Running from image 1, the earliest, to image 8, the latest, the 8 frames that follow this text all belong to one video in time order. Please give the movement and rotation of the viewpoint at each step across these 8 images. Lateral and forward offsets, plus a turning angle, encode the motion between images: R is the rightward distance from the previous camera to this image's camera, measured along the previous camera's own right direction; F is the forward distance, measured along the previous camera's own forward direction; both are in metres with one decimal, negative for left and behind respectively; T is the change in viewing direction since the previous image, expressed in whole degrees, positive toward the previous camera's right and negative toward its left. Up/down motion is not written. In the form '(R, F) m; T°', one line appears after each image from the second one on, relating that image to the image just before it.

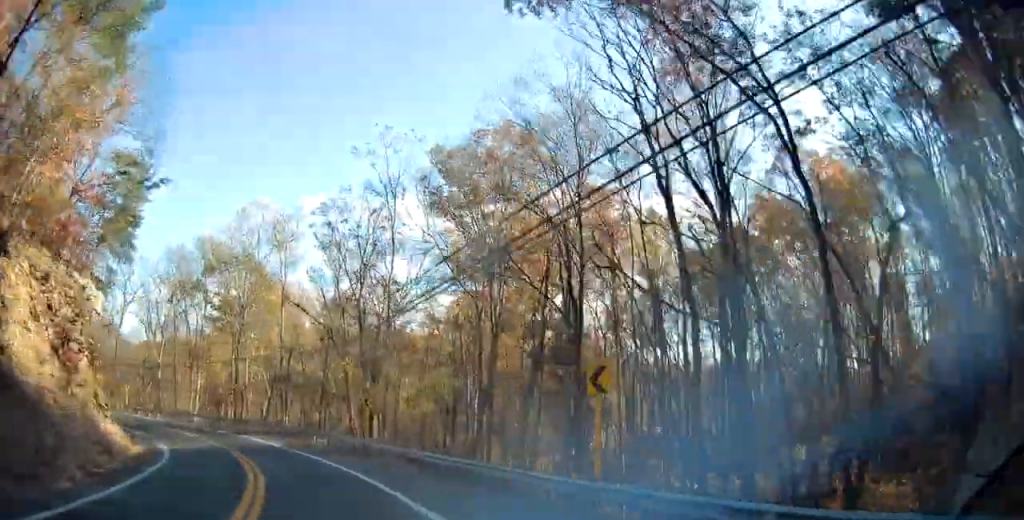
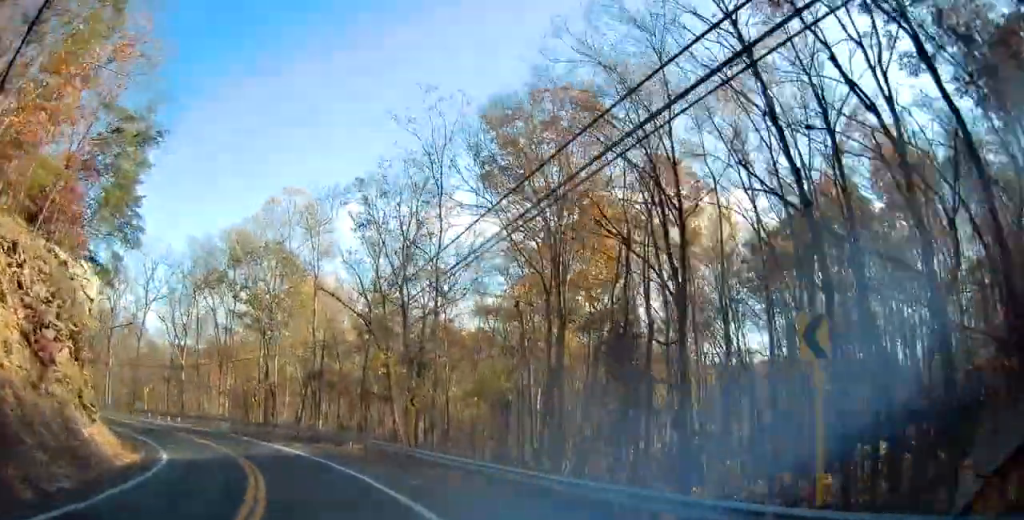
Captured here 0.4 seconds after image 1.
(0.0, +5.5) m; -4°
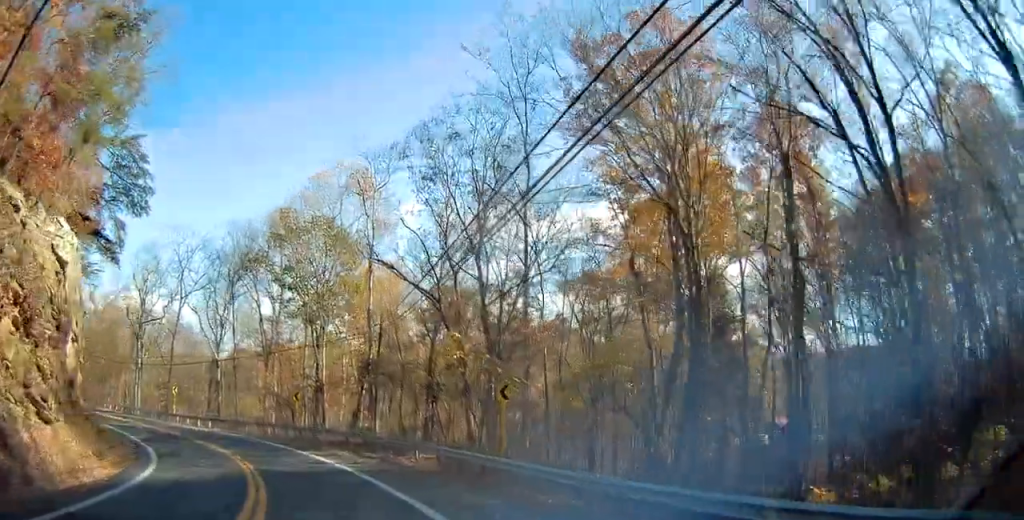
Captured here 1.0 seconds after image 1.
(-0.6, +8.2) m; -7°
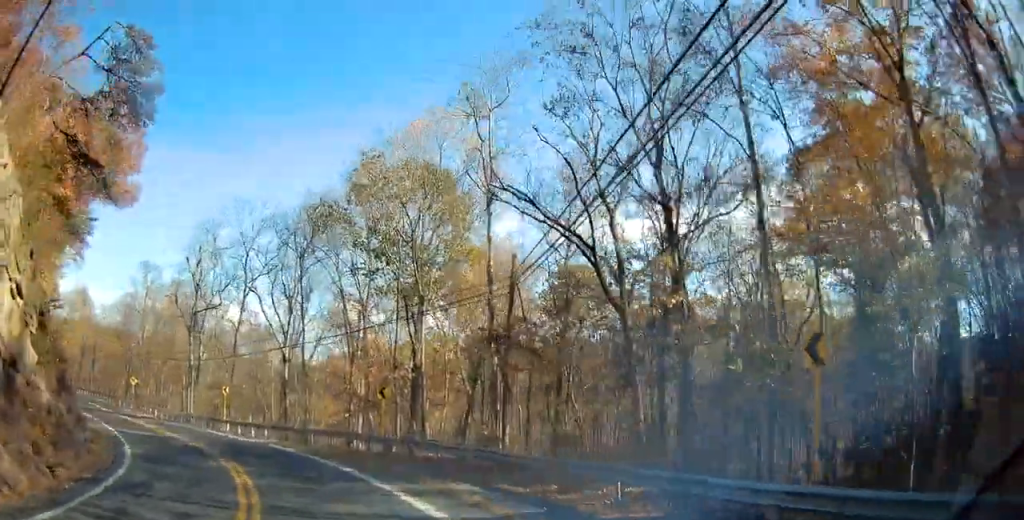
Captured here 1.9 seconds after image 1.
(-1.3, +12.1) m; -12°
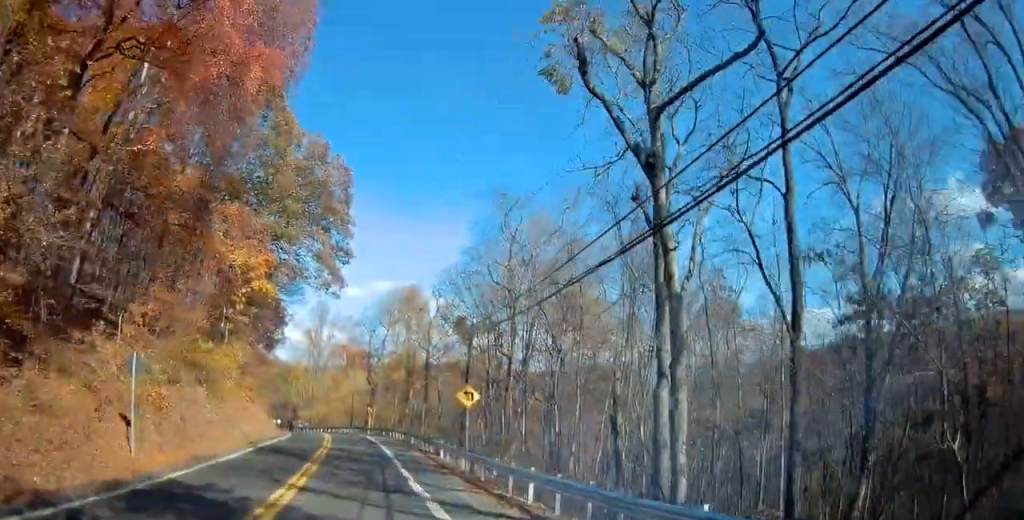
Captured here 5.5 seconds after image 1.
(-13.7, +41.0) m; -36°
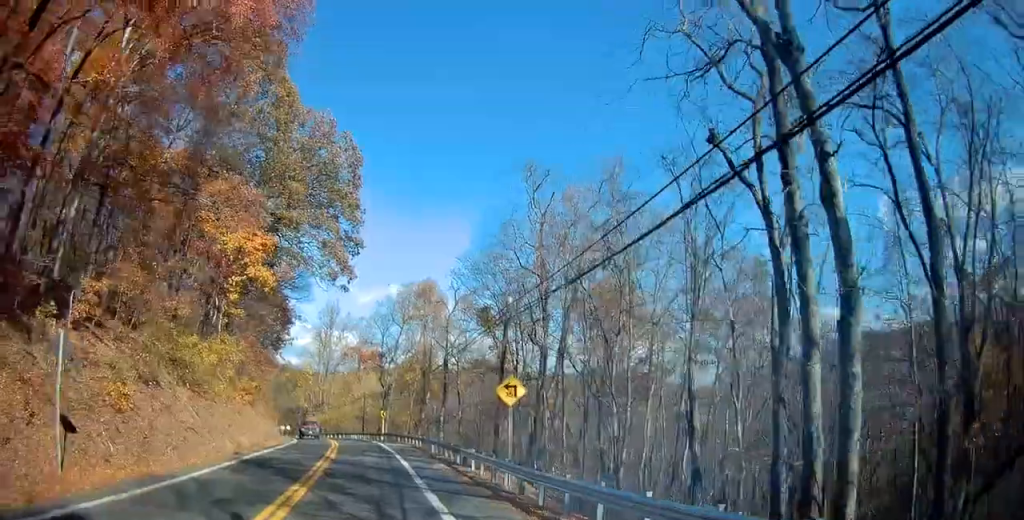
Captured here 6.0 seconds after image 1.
(-0.2, +5.9) m; -6°
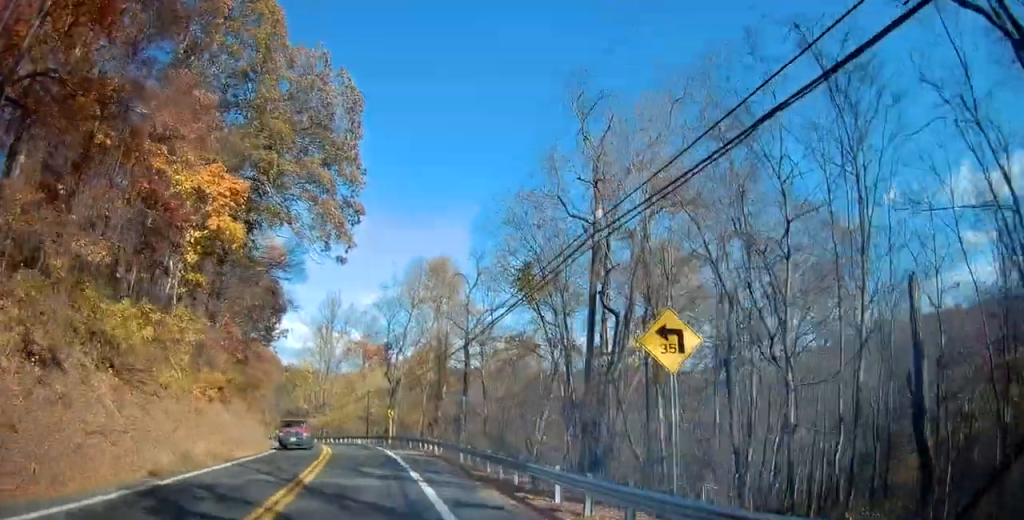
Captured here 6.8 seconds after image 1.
(-1.1, +10.6) m; -5°
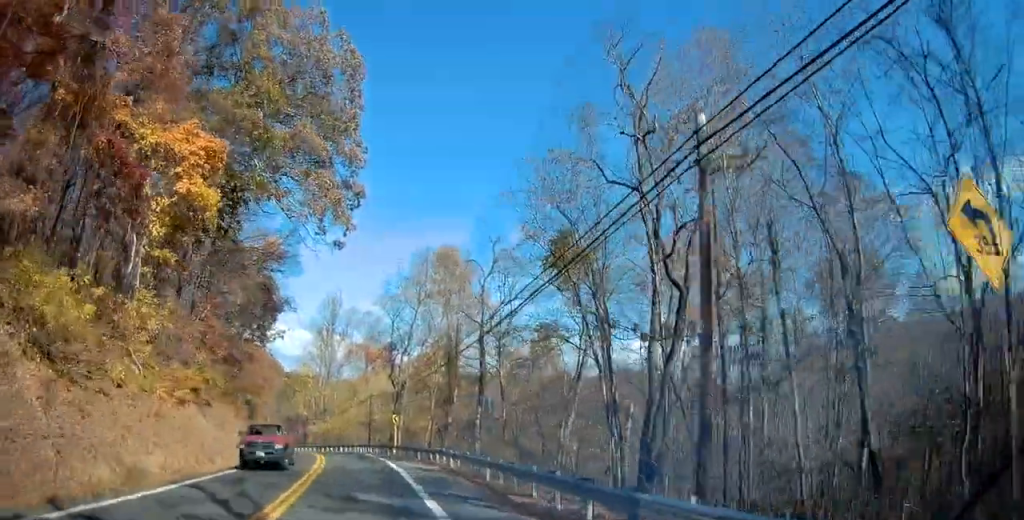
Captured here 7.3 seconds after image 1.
(-0.6, +5.6) m; -1°
